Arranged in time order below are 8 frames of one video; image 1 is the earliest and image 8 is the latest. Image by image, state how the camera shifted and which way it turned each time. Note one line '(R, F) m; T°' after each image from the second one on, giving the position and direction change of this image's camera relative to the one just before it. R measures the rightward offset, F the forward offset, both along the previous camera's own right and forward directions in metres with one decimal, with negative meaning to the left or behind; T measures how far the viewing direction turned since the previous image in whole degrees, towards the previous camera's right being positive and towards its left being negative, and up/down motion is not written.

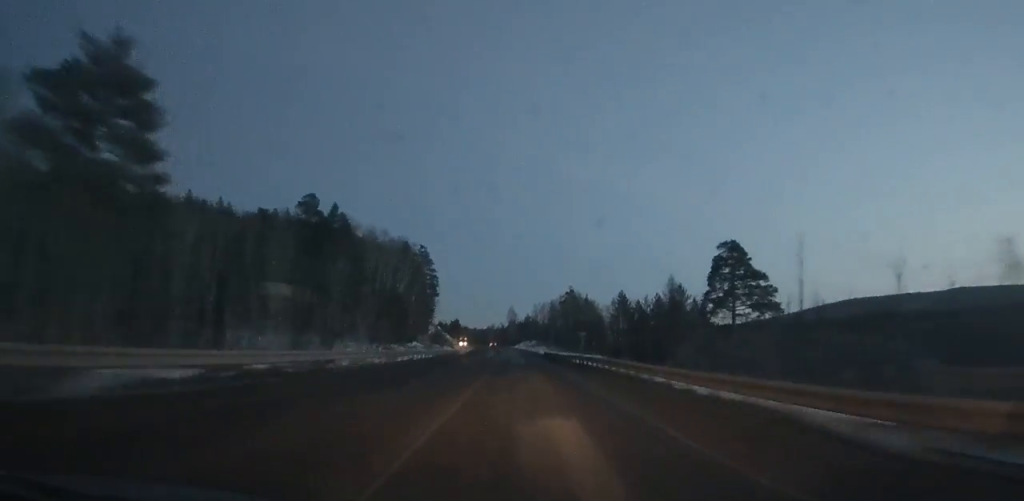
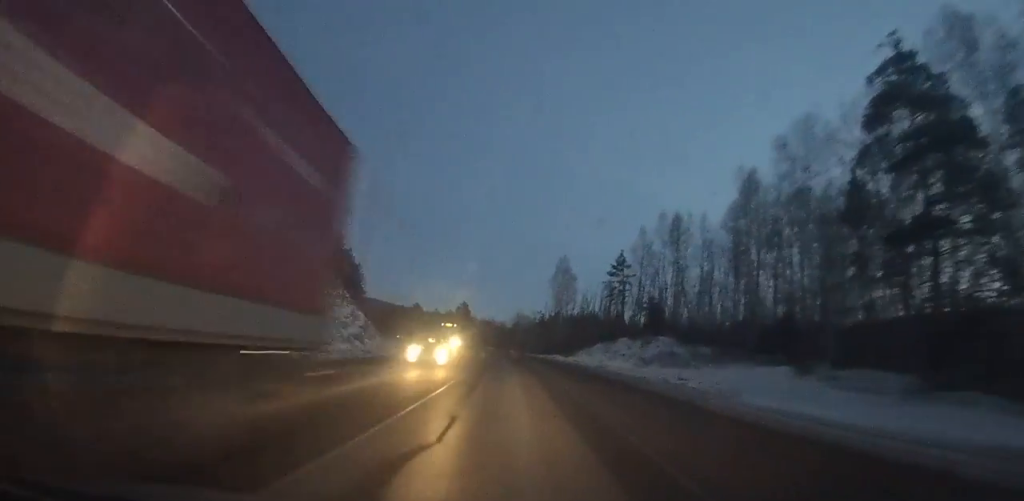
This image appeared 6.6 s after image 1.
(-4.4, +150.6) m; -6°
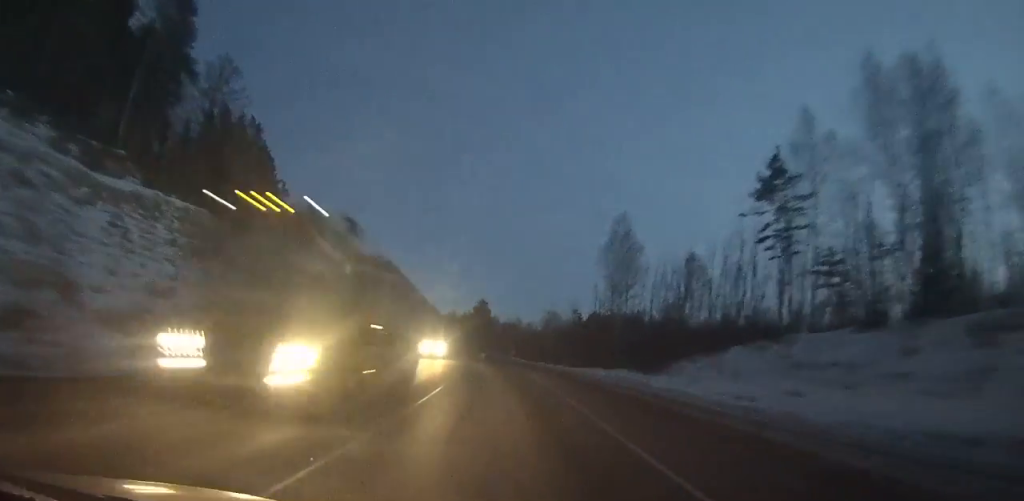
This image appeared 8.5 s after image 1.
(-1.1, +38.6) m; -4°
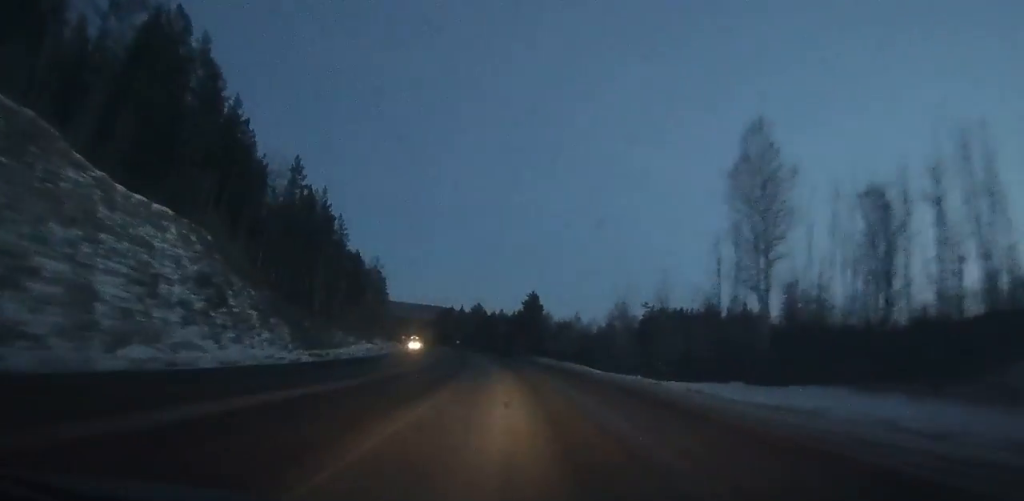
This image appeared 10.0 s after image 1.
(-0.3, +29.6) m; -3°
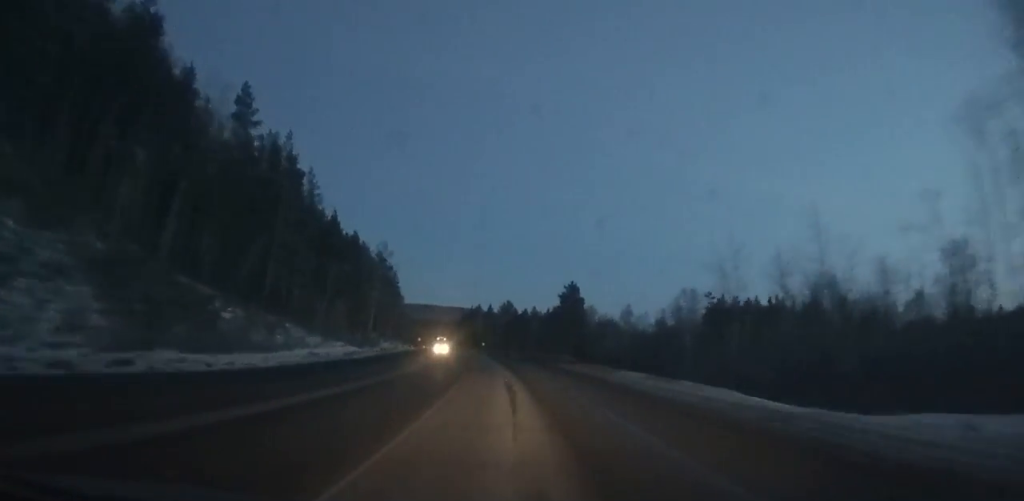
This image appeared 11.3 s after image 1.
(-1.1, +24.8) m; -3°
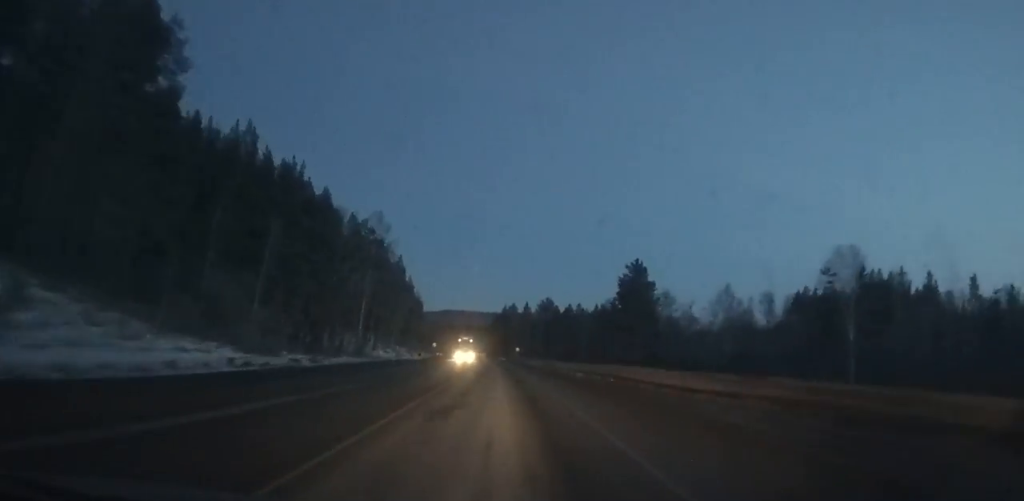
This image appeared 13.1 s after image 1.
(-1.2, +34.0) m; -3°
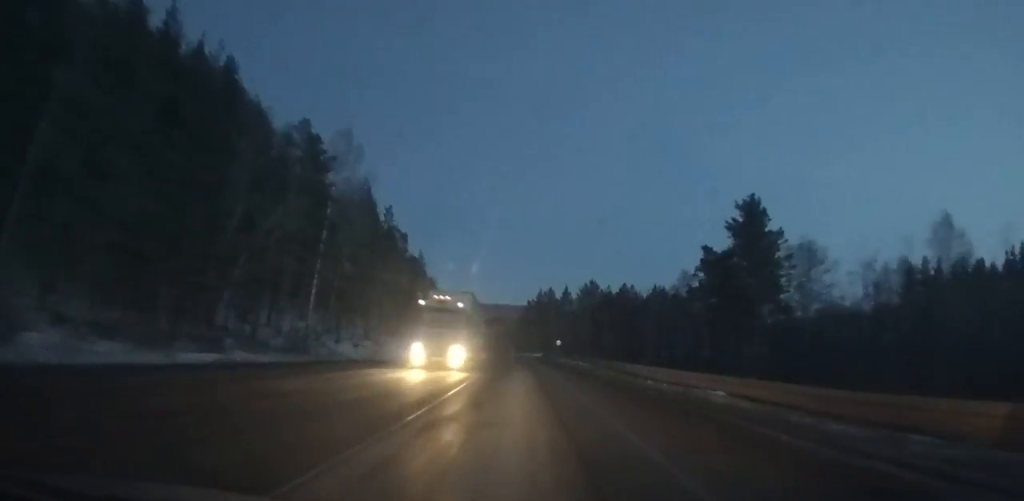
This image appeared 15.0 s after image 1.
(-1.3, +35.6) m; -2°
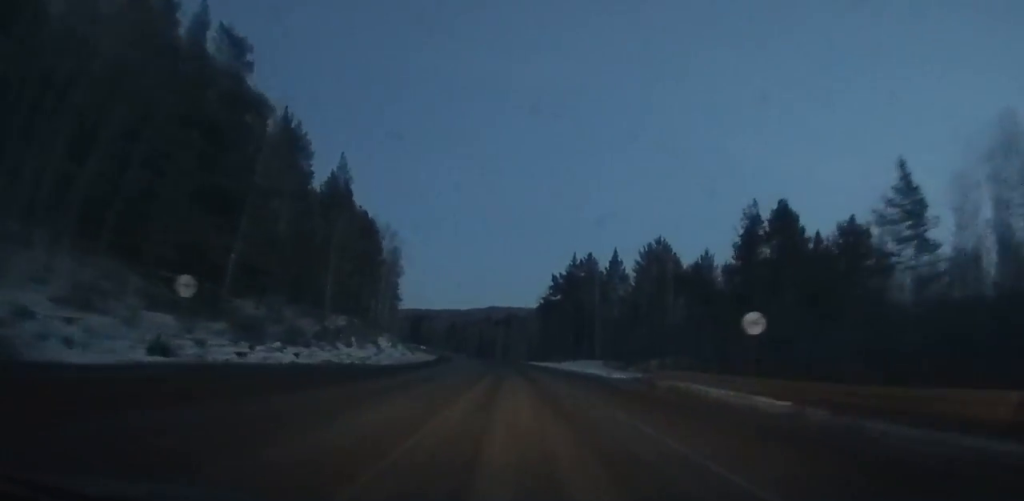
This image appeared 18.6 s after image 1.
(-1.8, +68.7) m; -4°
